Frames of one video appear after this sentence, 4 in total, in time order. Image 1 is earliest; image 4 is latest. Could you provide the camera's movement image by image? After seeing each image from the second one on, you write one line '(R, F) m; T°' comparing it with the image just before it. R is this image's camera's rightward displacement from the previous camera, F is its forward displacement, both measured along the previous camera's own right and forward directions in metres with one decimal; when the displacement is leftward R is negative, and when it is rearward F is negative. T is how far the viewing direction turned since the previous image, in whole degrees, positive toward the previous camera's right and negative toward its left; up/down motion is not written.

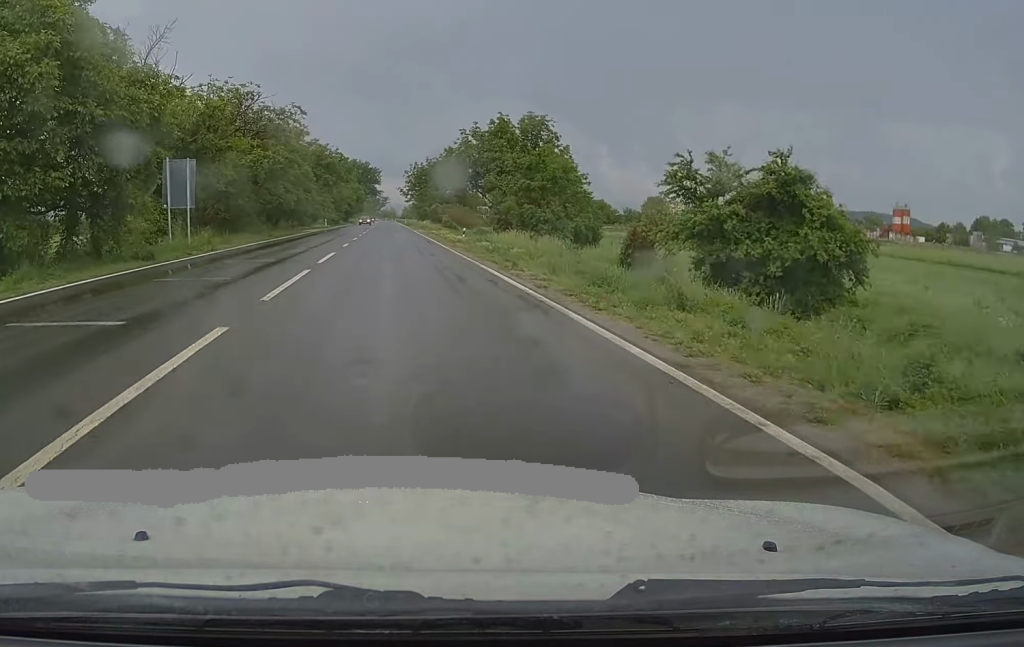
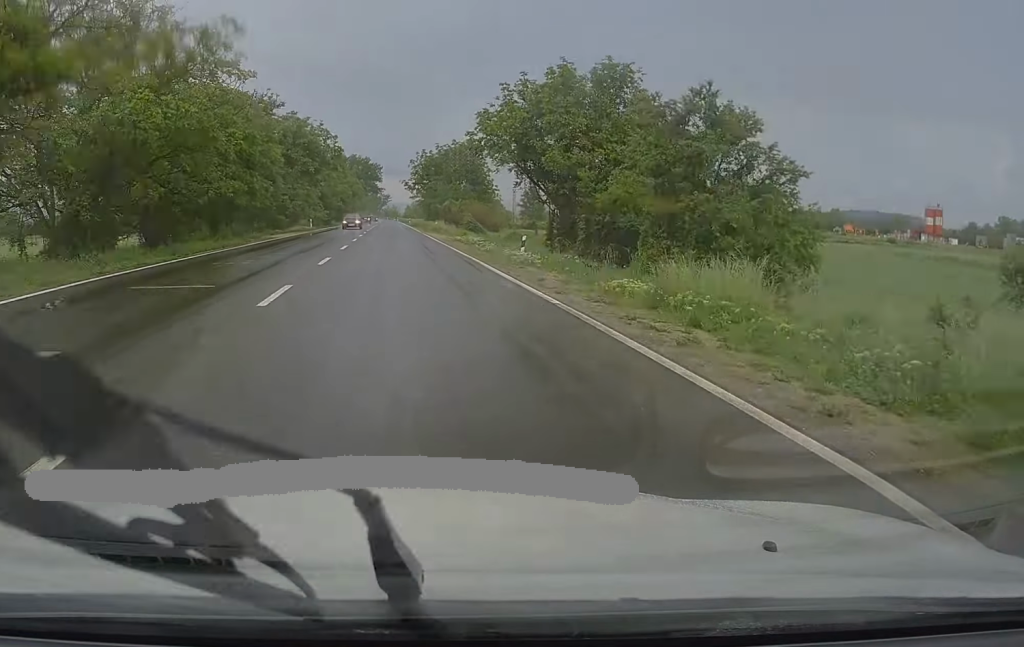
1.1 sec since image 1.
(-0.3, +21.4) m; 0°
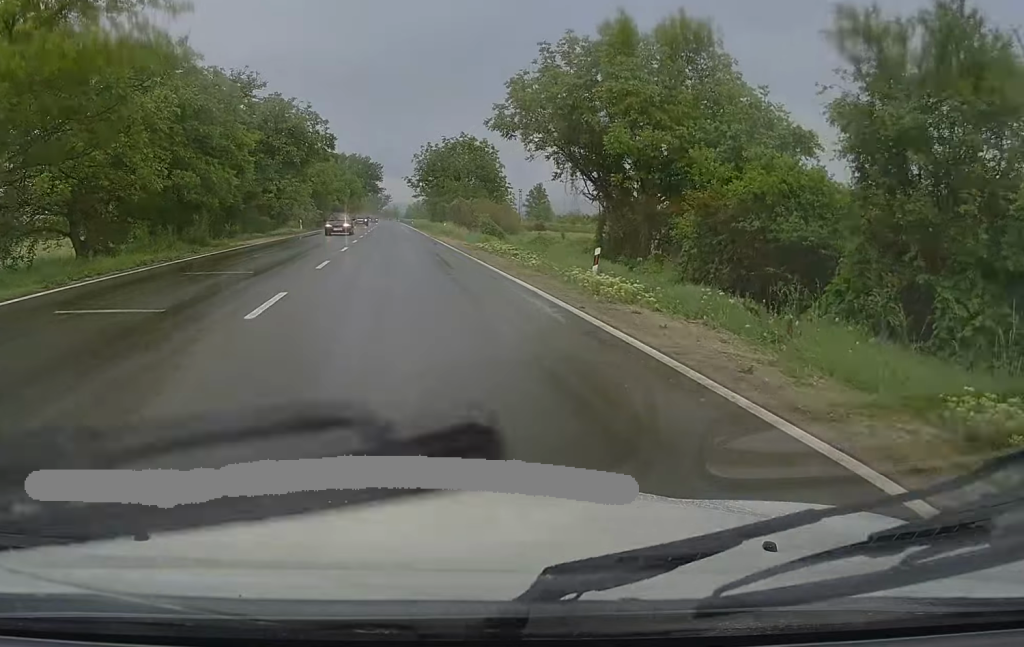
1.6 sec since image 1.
(0.0, +10.1) m; 0°
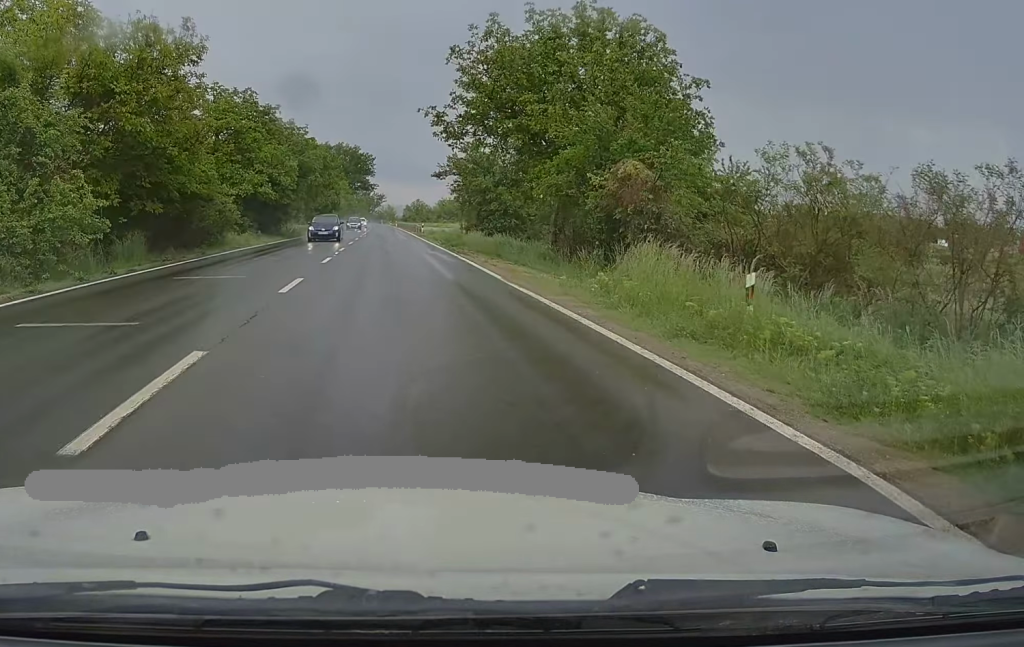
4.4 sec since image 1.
(+0.2, +59.0) m; +1°
